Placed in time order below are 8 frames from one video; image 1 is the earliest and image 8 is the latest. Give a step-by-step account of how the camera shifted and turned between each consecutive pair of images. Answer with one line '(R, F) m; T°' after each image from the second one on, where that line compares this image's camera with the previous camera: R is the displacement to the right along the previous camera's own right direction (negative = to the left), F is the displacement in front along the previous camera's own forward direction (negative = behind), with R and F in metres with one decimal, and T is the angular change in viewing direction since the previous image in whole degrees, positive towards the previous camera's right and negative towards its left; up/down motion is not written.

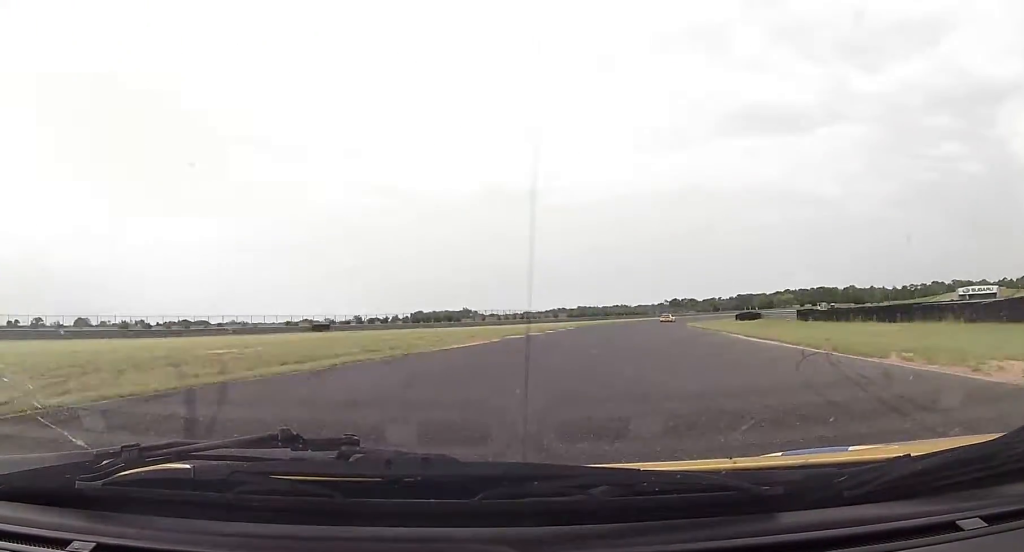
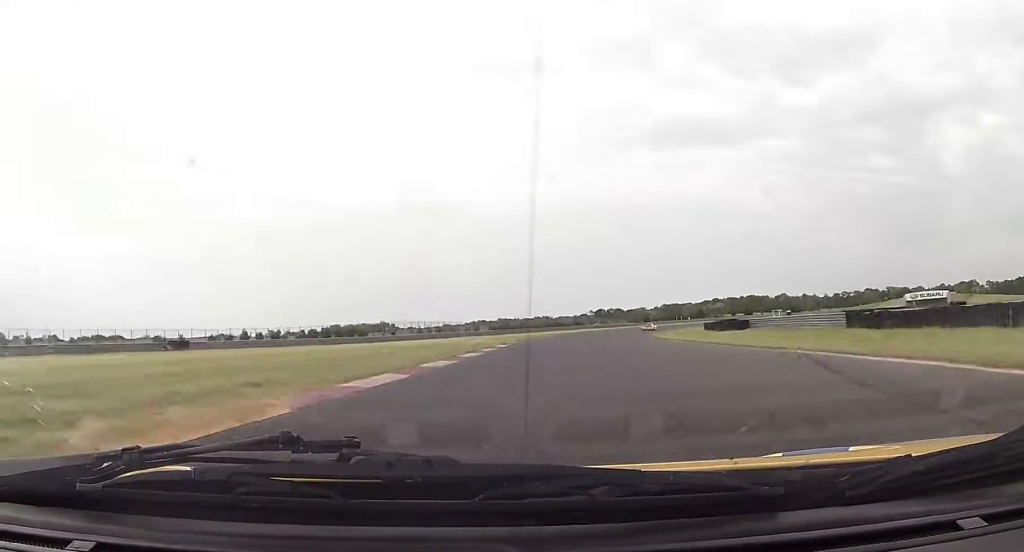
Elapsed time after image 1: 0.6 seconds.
(+1.1, +21.7) m; +6°
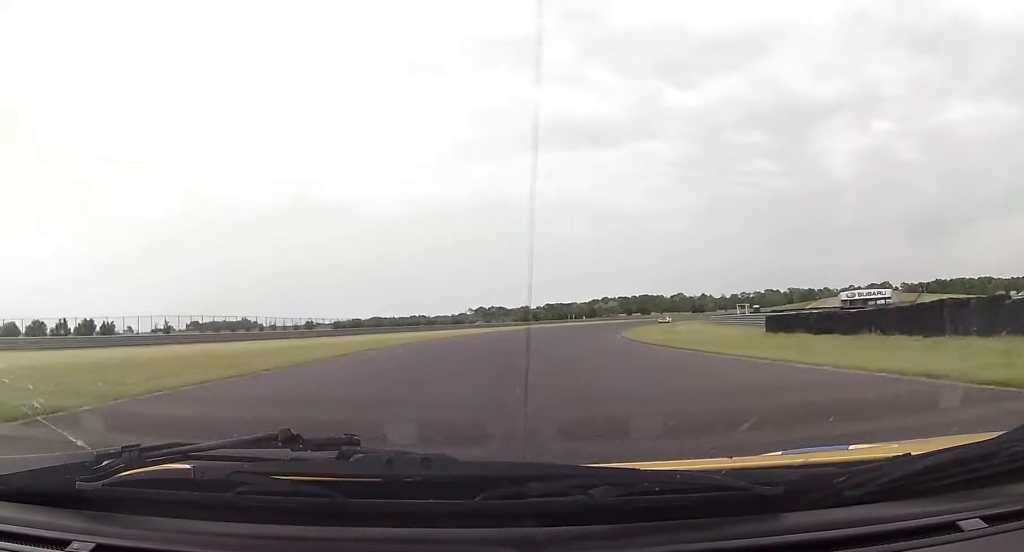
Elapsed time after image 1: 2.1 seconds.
(+5.5, +52.5) m; +10°
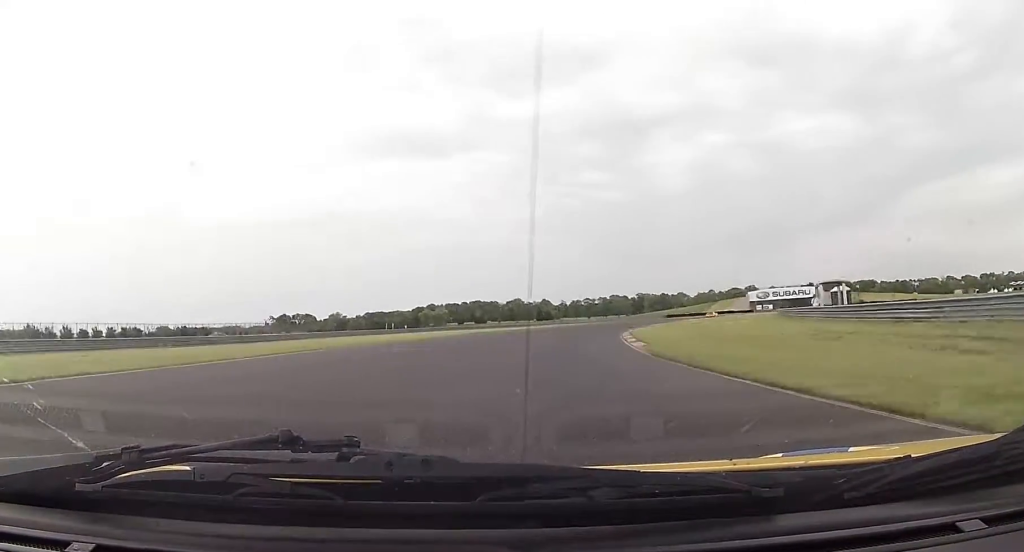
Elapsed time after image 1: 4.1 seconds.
(+9.3, +78.9) m; +14°
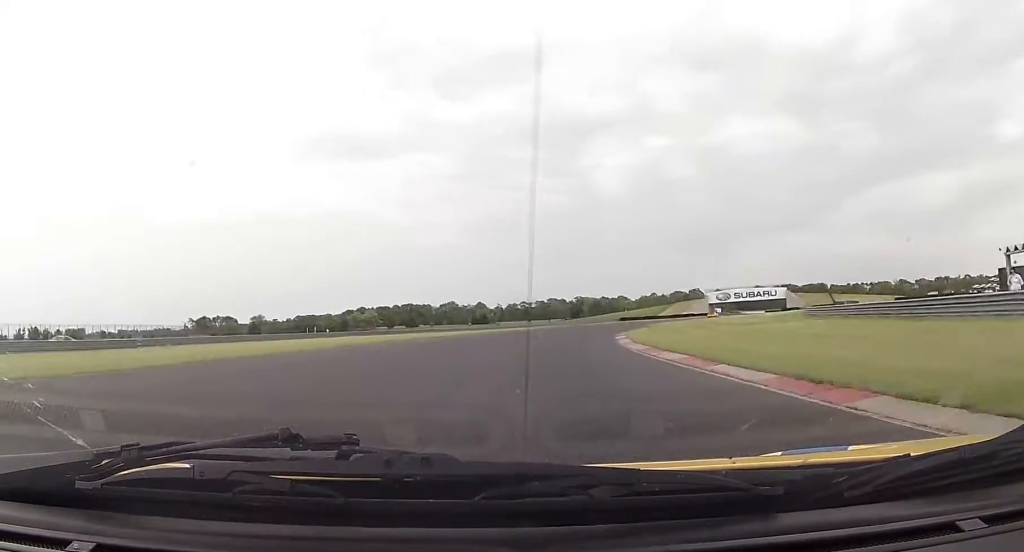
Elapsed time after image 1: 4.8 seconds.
(+1.1, +24.6) m; +5°
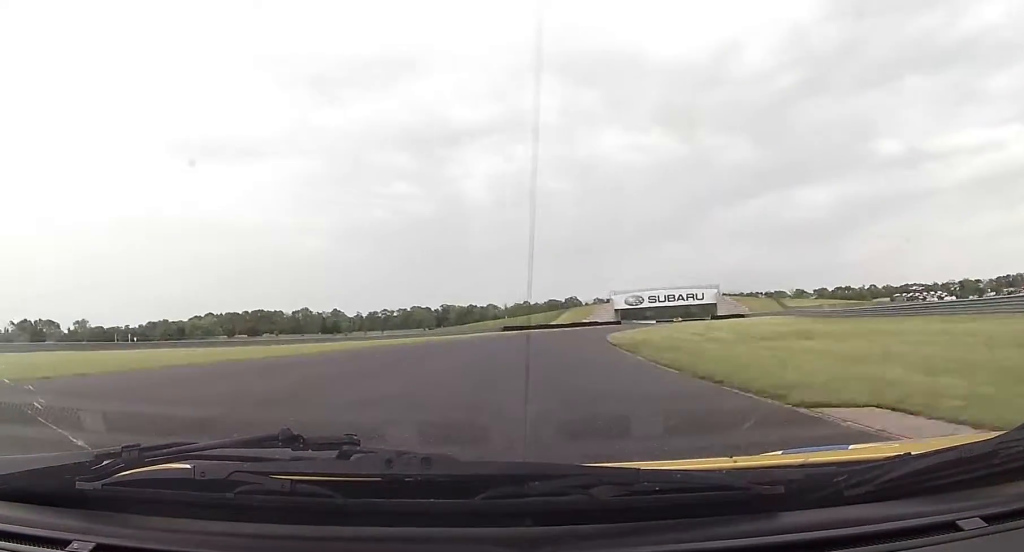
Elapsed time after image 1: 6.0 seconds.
(+4.5, +49.8) m; +11°
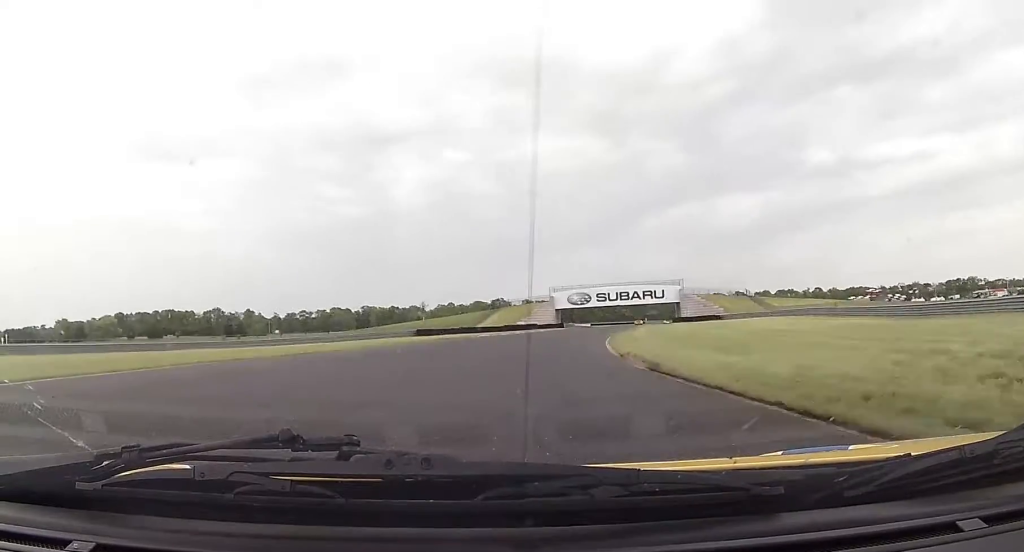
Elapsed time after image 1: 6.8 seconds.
(+1.6, +29.7) m; +6°
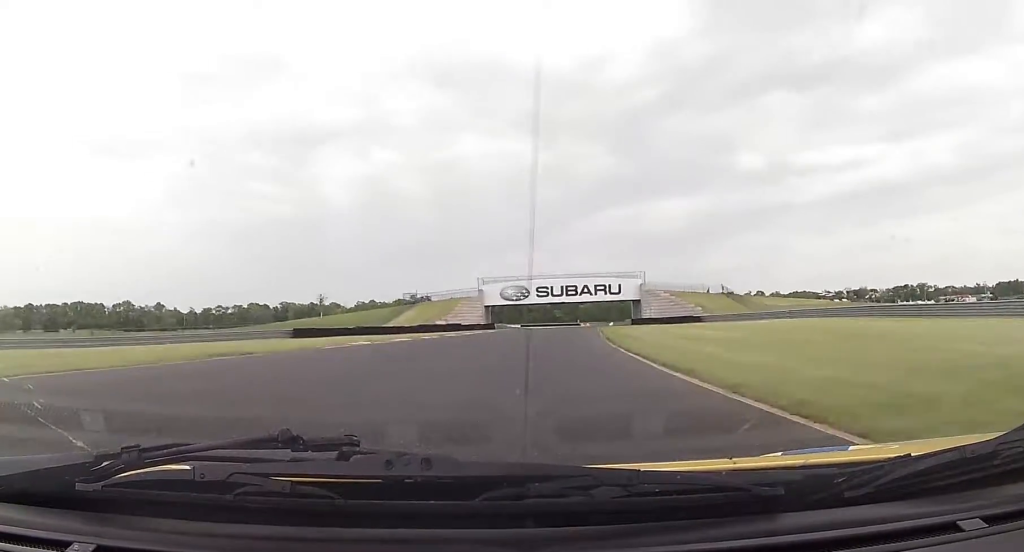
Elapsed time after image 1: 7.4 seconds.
(+0.5, +27.3) m; +5°
